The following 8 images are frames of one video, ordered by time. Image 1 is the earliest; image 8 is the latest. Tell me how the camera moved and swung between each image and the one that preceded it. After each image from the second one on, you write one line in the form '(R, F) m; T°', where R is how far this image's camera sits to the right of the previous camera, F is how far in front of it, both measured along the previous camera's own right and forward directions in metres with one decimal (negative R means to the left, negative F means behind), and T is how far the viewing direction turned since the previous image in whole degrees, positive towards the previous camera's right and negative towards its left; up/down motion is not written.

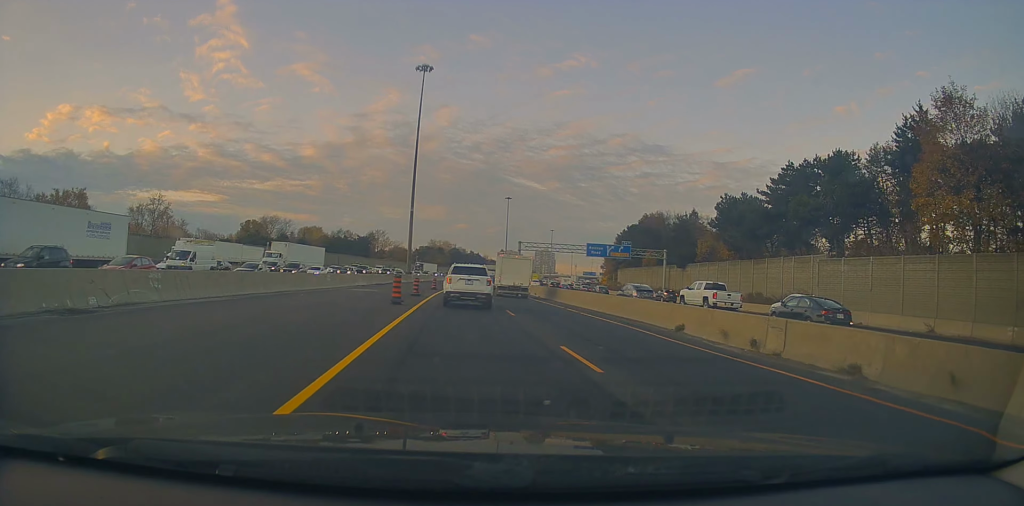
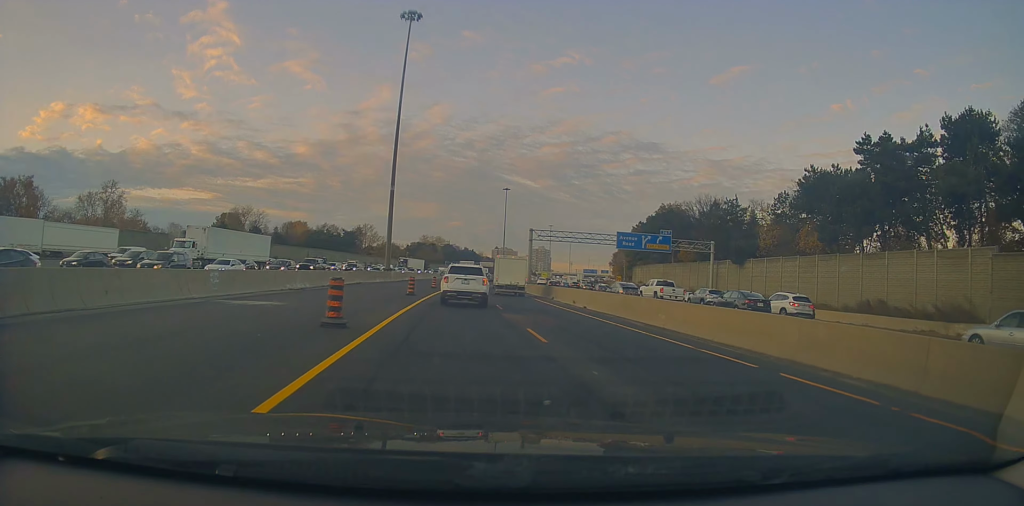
(-0.7, +20.3) m; -1°
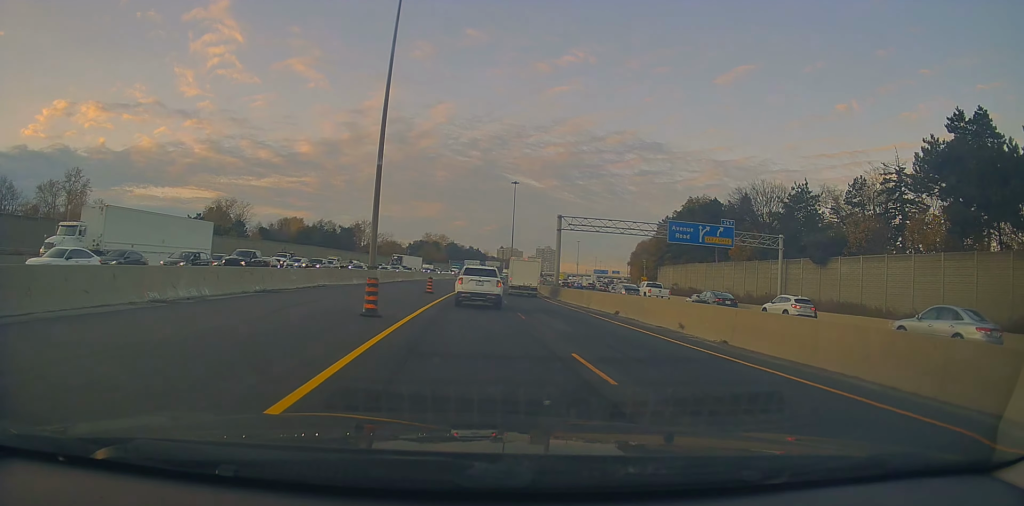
(+0.5, +16.3) m; +1°
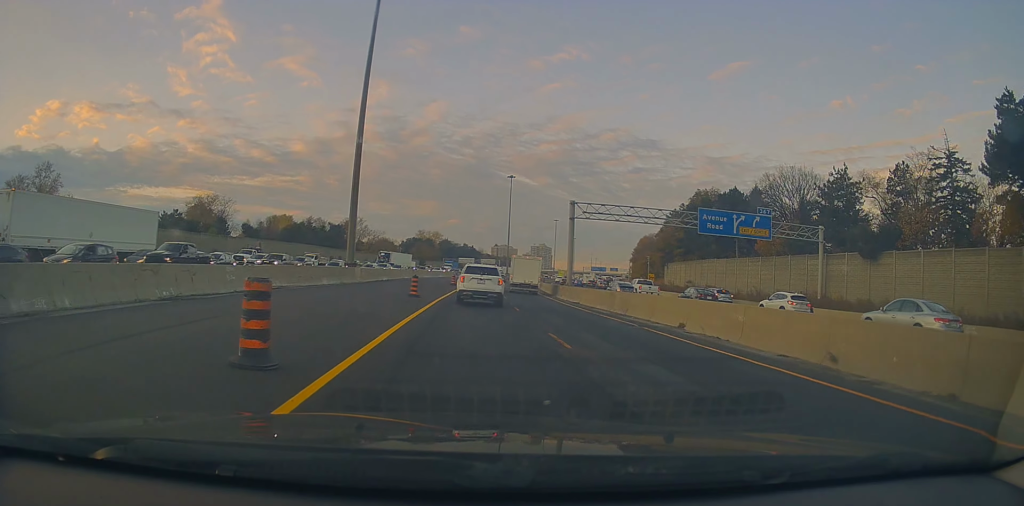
(-0.2, +8.6) m; +1°
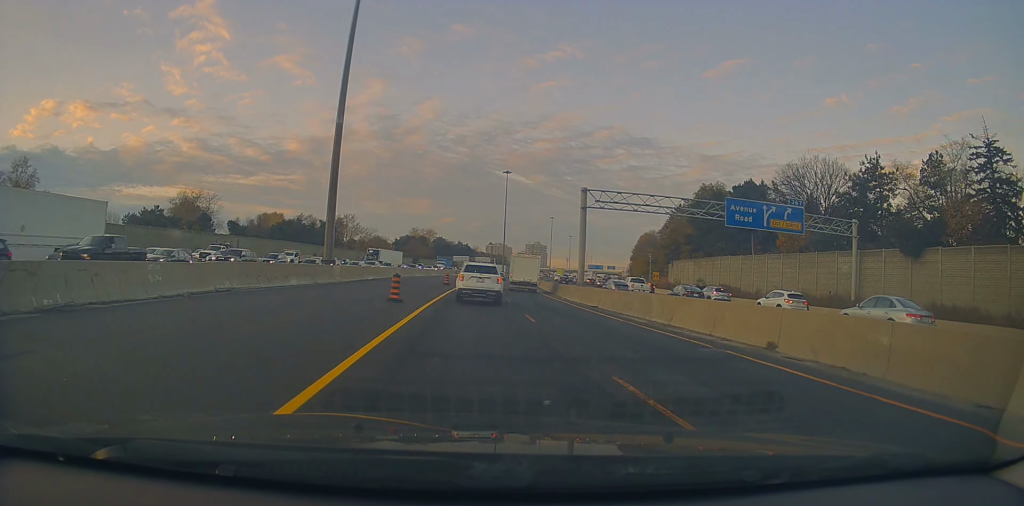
(0.0, +6.1) m; 0°
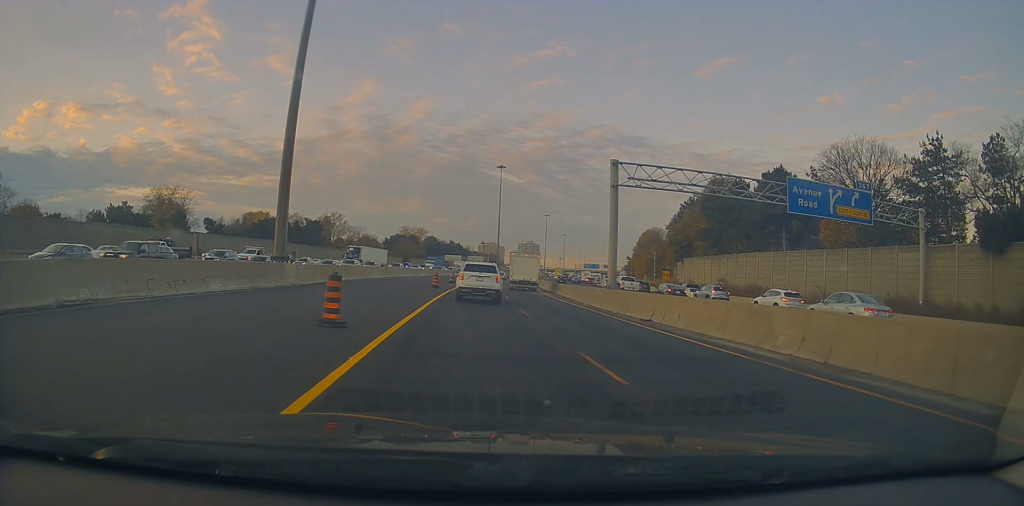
(+0.4, +9.6) m; 0°
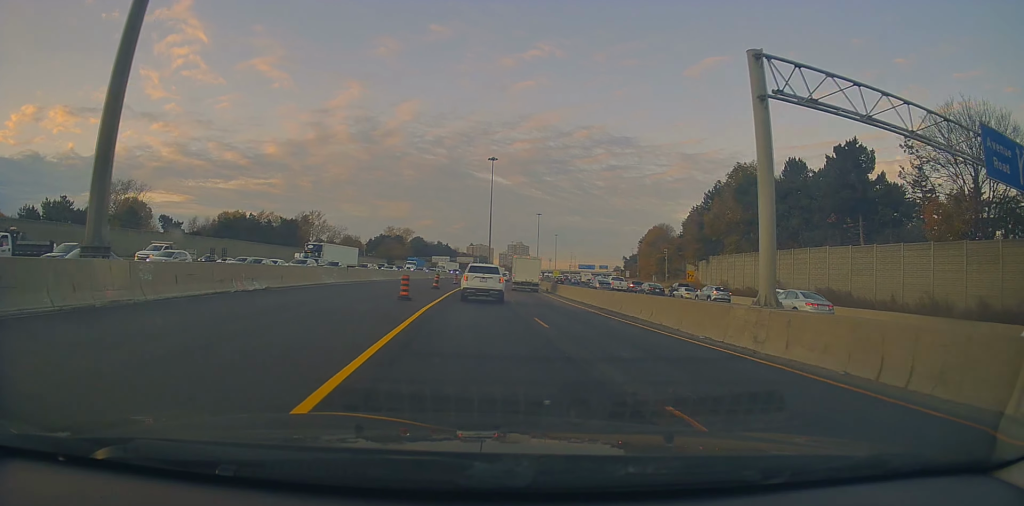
(-0.5, +16.2) m; 0°
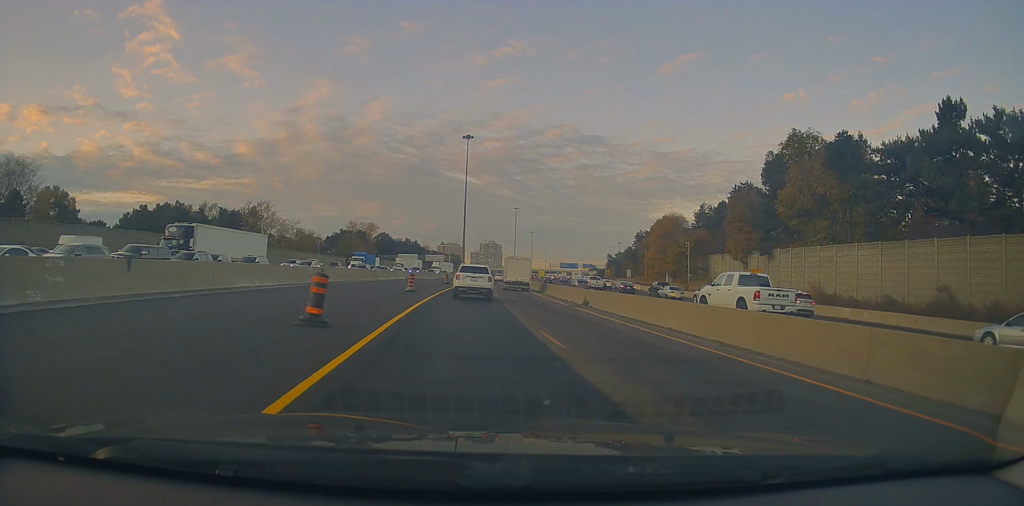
(+1.1, +28.3) m; +4°
